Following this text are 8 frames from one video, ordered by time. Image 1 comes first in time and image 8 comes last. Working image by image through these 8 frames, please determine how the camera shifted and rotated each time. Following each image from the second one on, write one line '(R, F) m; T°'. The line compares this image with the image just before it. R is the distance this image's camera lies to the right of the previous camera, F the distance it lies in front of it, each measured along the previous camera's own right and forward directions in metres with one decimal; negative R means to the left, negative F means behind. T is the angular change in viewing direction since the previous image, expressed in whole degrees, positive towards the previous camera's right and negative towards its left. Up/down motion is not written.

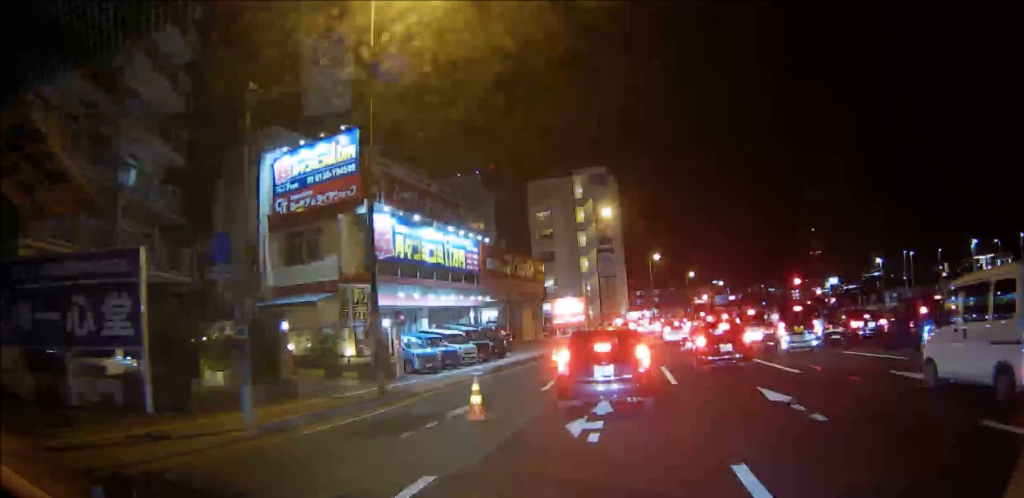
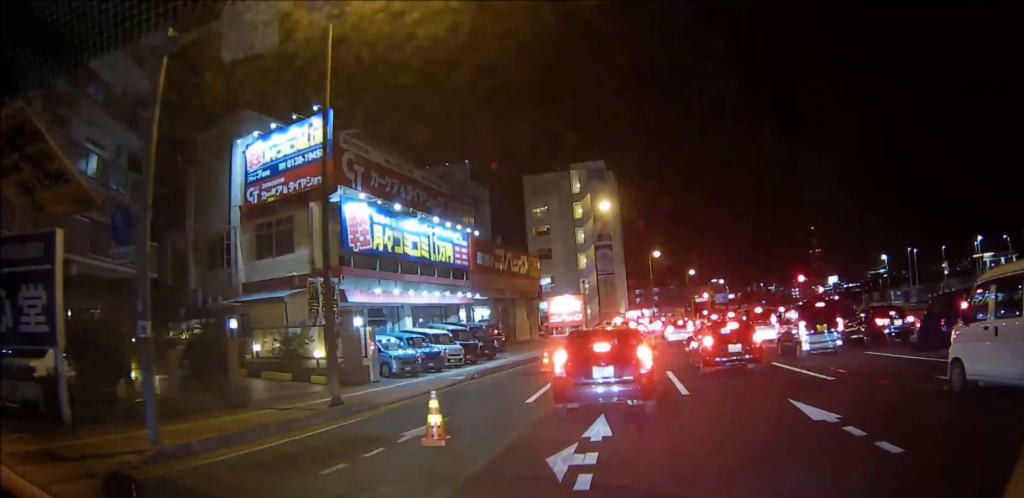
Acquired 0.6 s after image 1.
(+0.1, +2.5) m; -3°
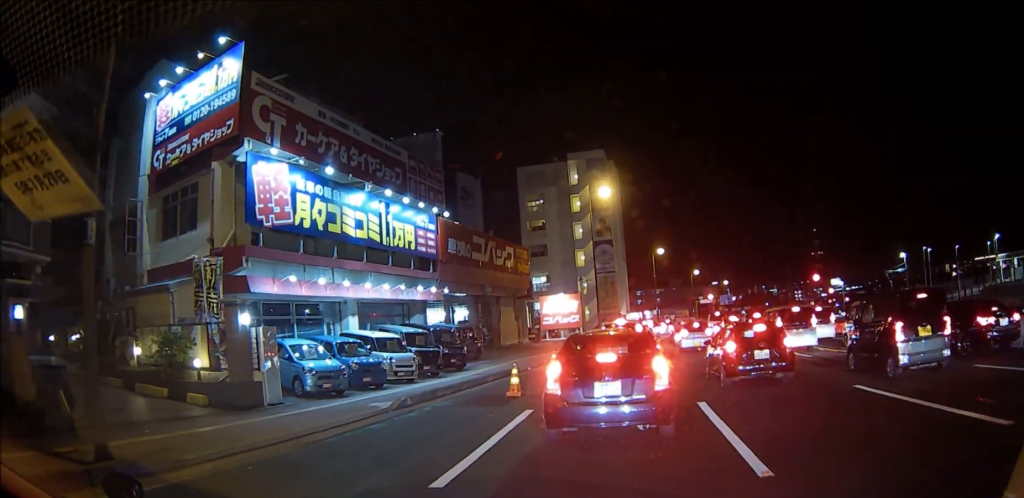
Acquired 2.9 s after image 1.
(-0.7, +7.5) m; 0°
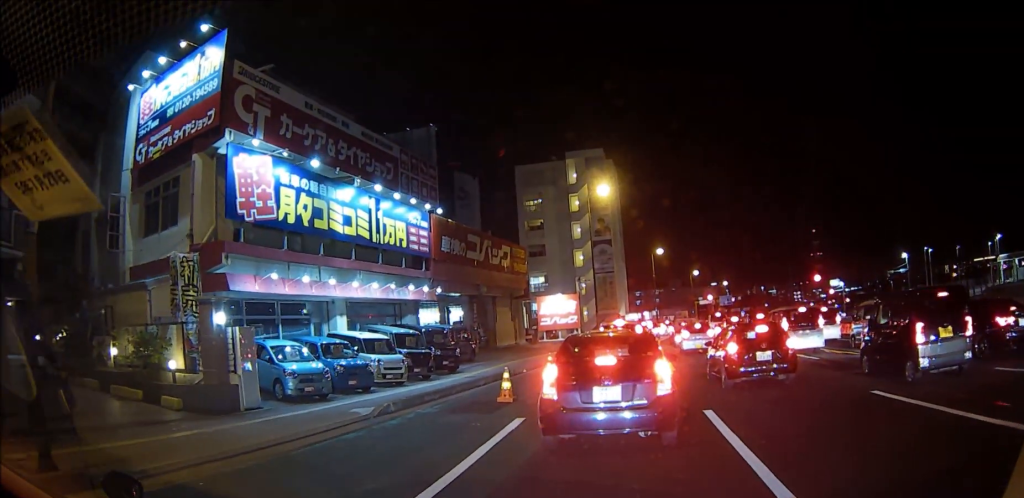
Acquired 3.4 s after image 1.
(+0.3, +1.0) m; -4°
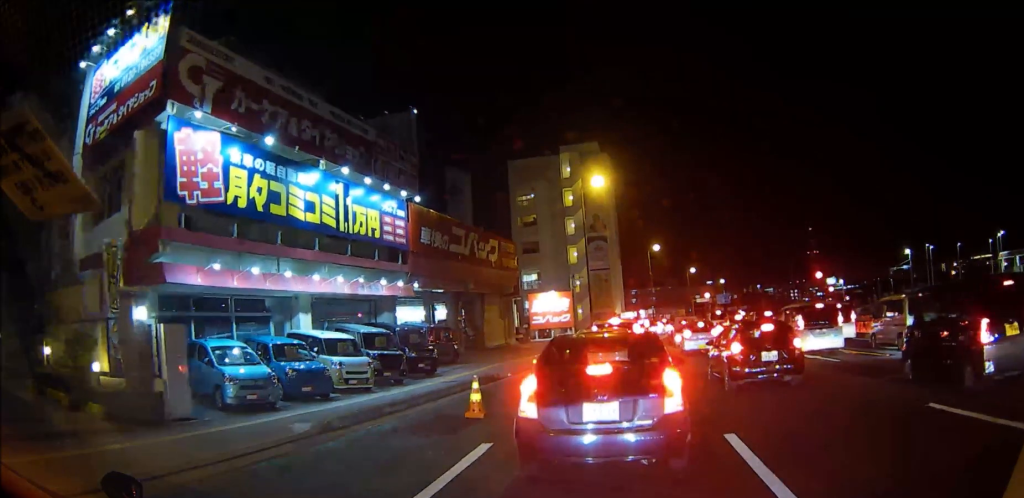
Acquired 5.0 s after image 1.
(-0.6, +2.1) m; -2°
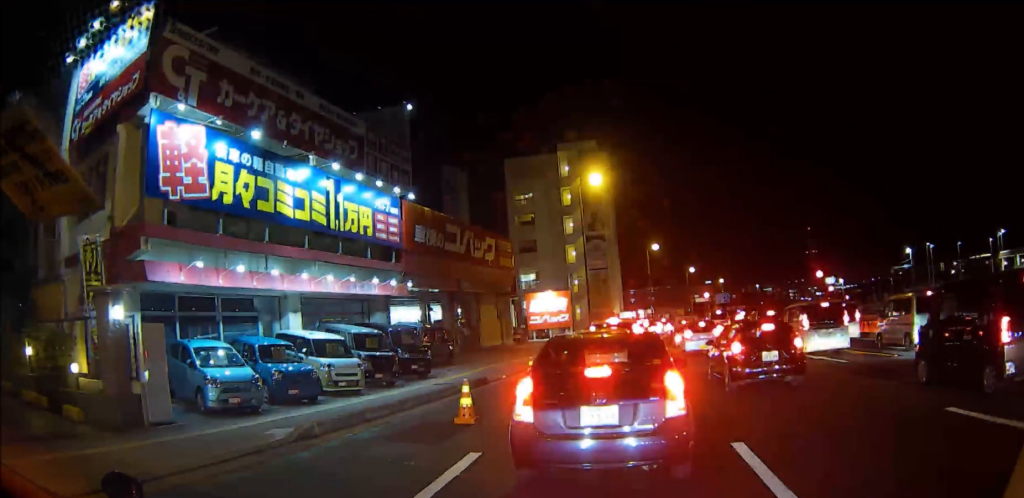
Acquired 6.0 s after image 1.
(+0.4, +0.5) m; 0°
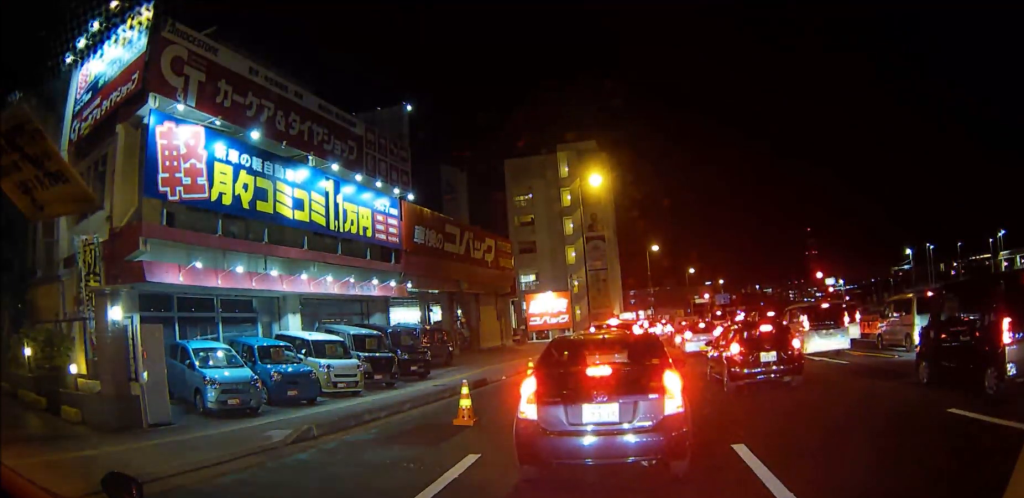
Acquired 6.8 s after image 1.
(+0.2, +0.1) m; 0°
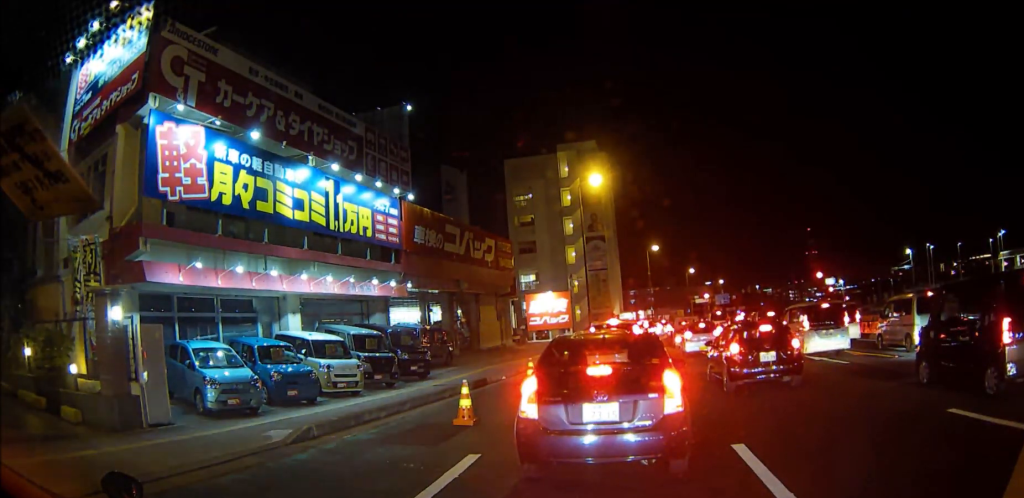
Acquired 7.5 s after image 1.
(0.0, 0.0) m; 0°
